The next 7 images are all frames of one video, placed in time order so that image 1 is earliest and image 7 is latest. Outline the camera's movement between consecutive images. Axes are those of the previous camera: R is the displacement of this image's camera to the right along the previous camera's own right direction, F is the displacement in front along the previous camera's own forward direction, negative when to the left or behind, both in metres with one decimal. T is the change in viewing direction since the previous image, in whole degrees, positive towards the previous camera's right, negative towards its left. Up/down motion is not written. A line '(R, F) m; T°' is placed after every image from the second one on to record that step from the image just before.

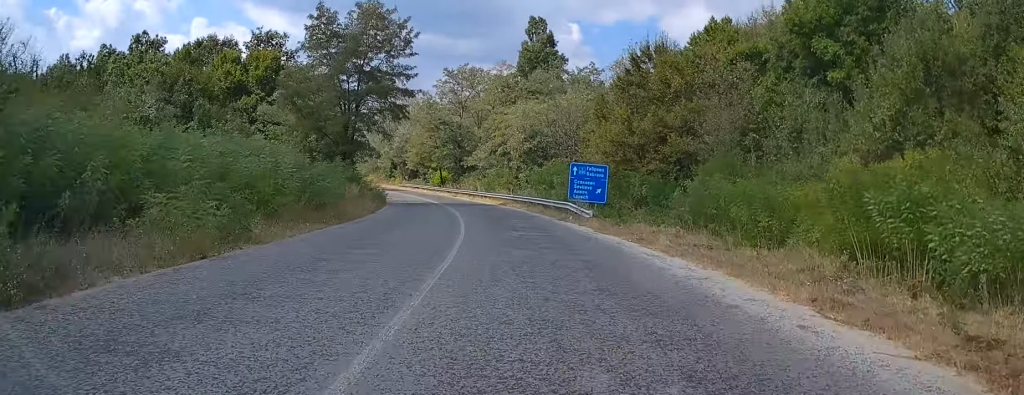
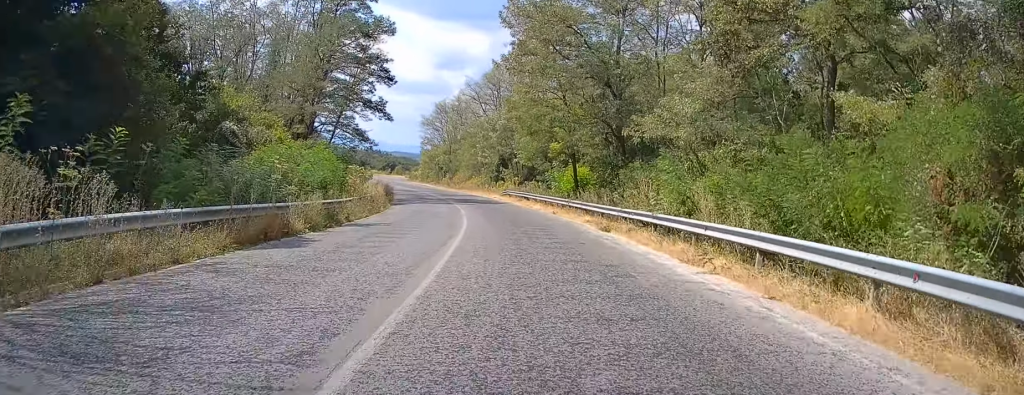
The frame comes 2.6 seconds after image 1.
(-4.5, +51.9) m; -10°
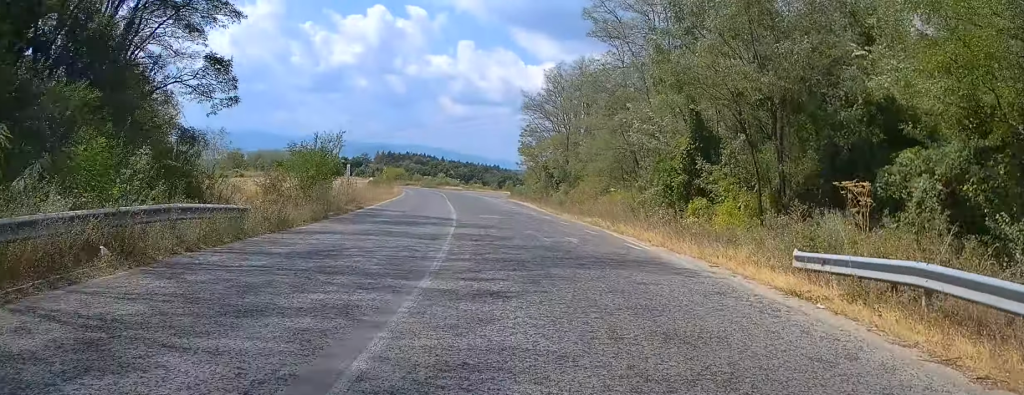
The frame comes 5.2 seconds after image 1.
(-4.0, +51.8) m; -11°
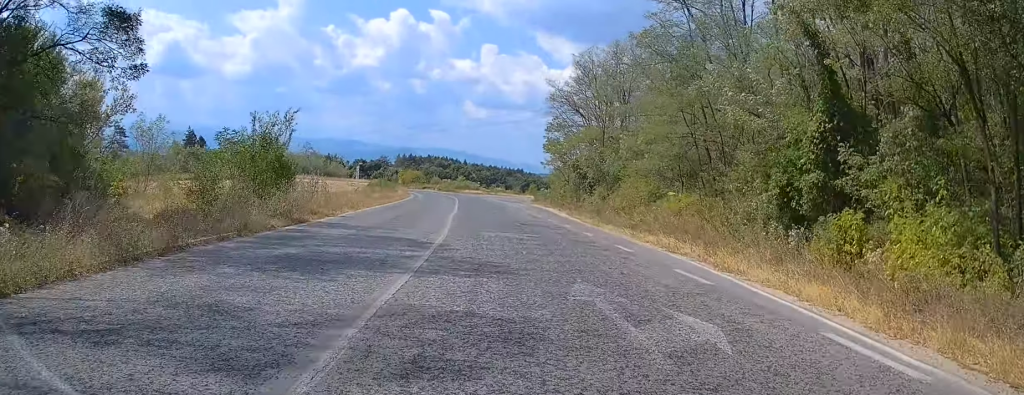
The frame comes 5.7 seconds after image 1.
(-0.7, +11.4) m; -3°
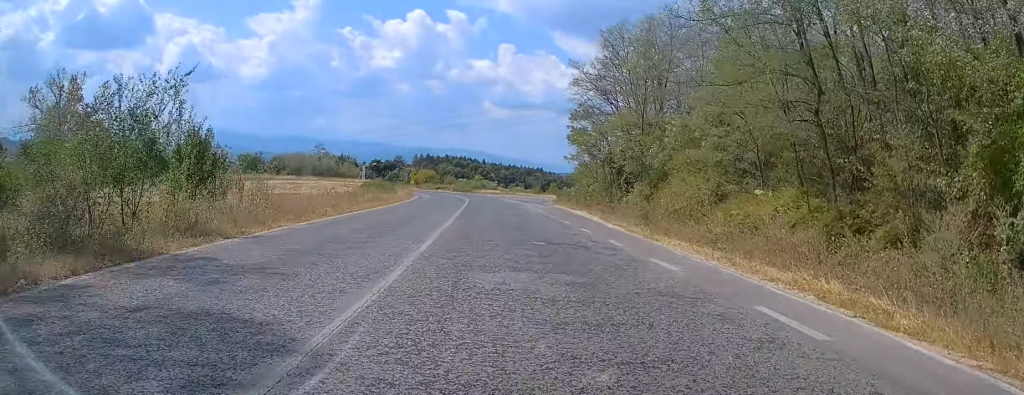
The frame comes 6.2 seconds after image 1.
(-0.4, +10.0) m; -2°
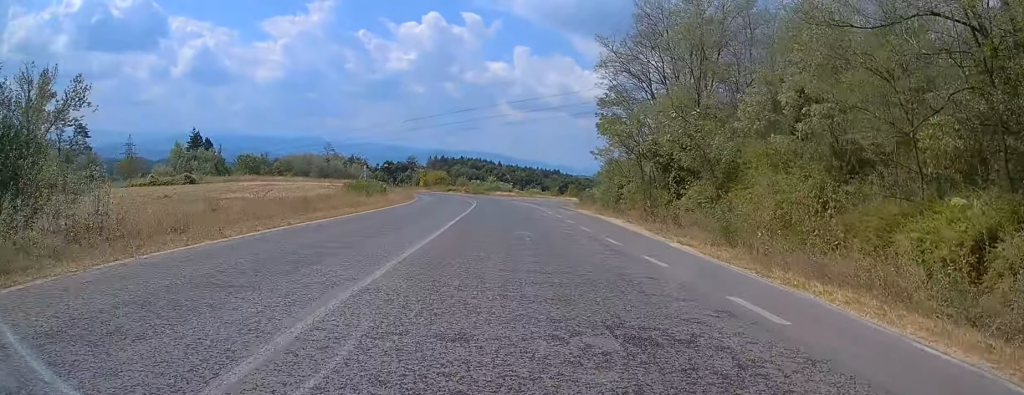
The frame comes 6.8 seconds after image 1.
(0.0, +10.7) m; -2°
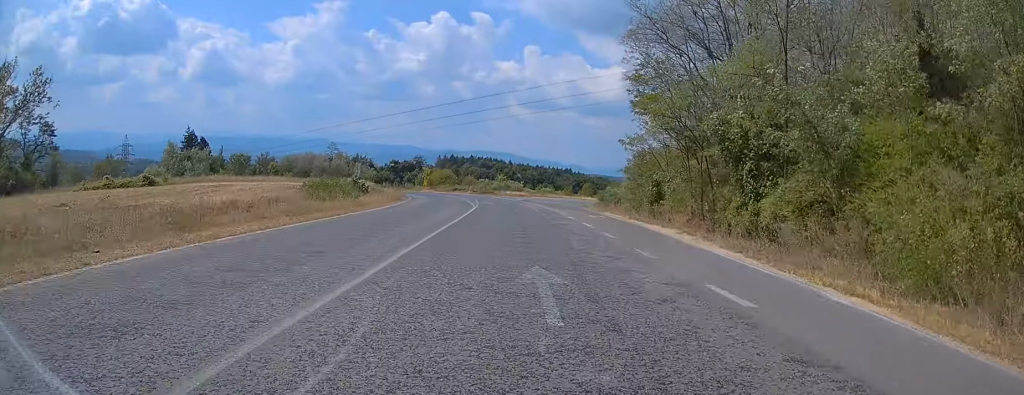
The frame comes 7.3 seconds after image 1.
(+0.2, +10.7) m; -2°
